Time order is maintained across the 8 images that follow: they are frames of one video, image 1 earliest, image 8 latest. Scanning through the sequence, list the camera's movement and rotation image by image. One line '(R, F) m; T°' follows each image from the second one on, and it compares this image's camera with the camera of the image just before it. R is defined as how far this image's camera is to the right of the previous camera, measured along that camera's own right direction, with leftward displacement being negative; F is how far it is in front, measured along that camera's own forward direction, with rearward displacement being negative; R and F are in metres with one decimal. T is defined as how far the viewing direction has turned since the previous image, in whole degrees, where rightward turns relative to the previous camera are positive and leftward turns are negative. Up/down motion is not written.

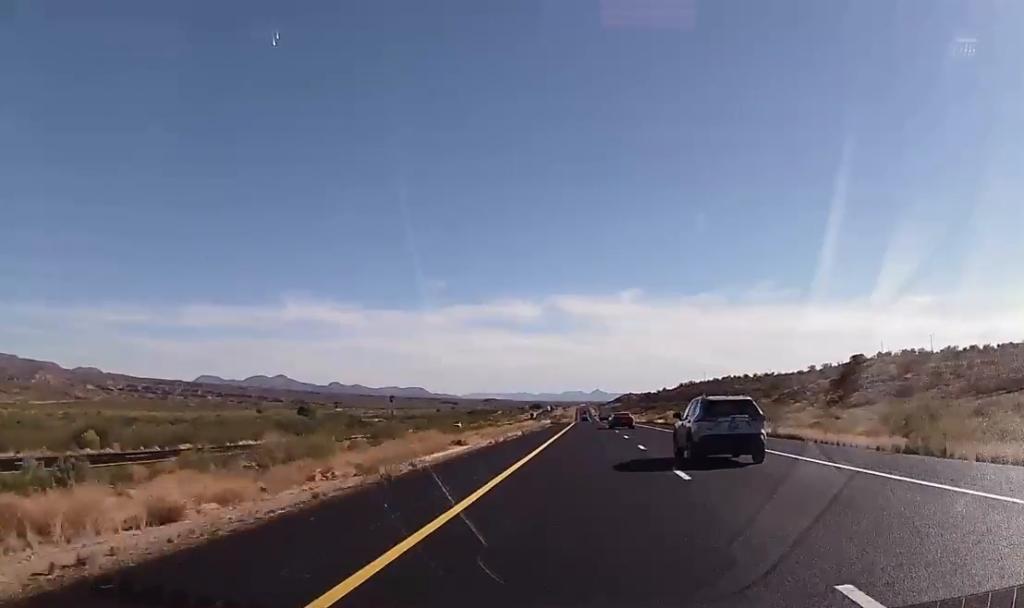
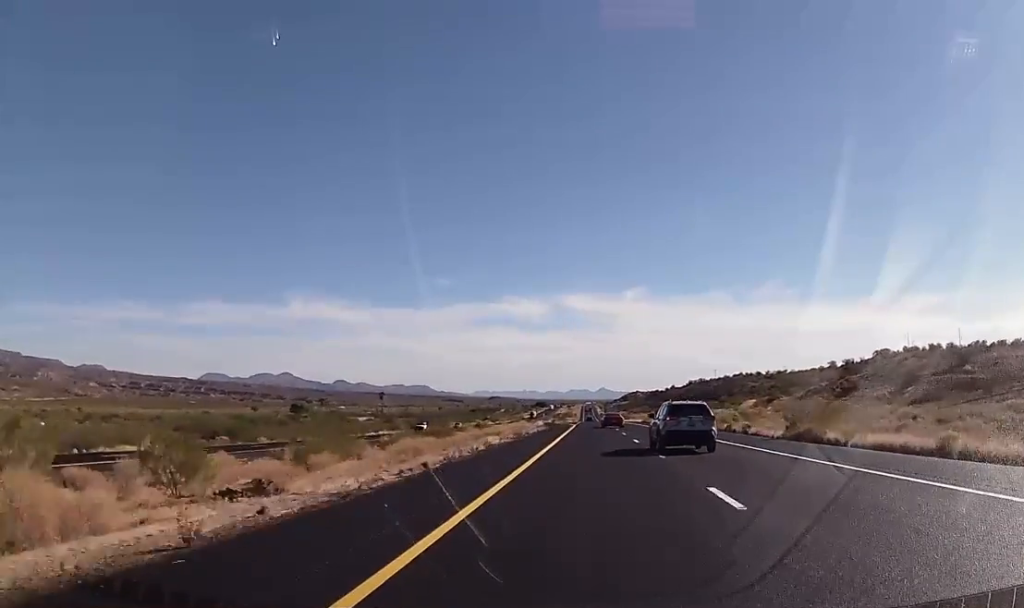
(-0.1, +28.7) m; 0°
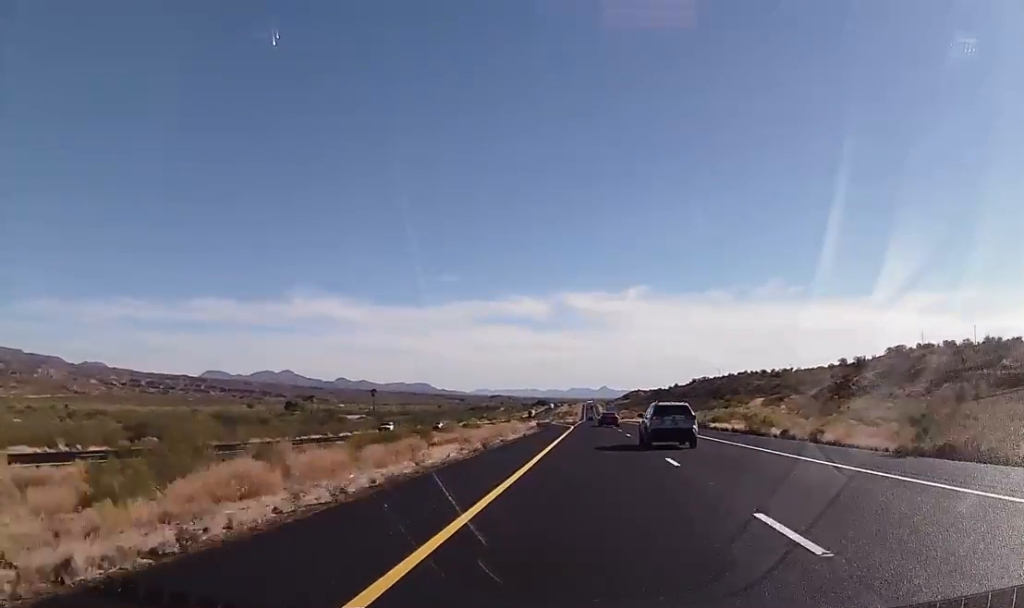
(+0.2, +15.6) m; 0°
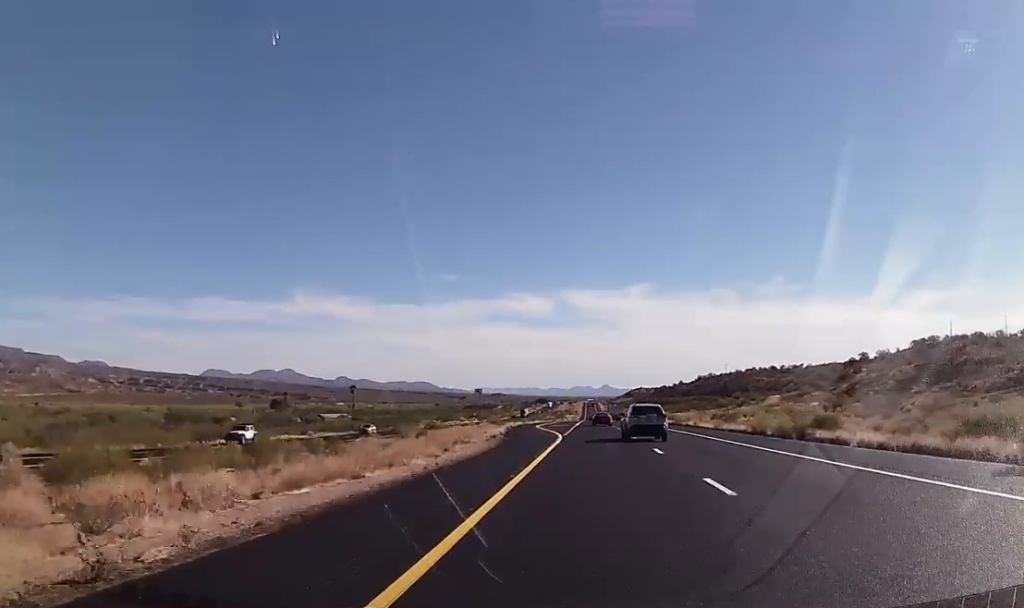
(-0.3, +31.1) m; -1°
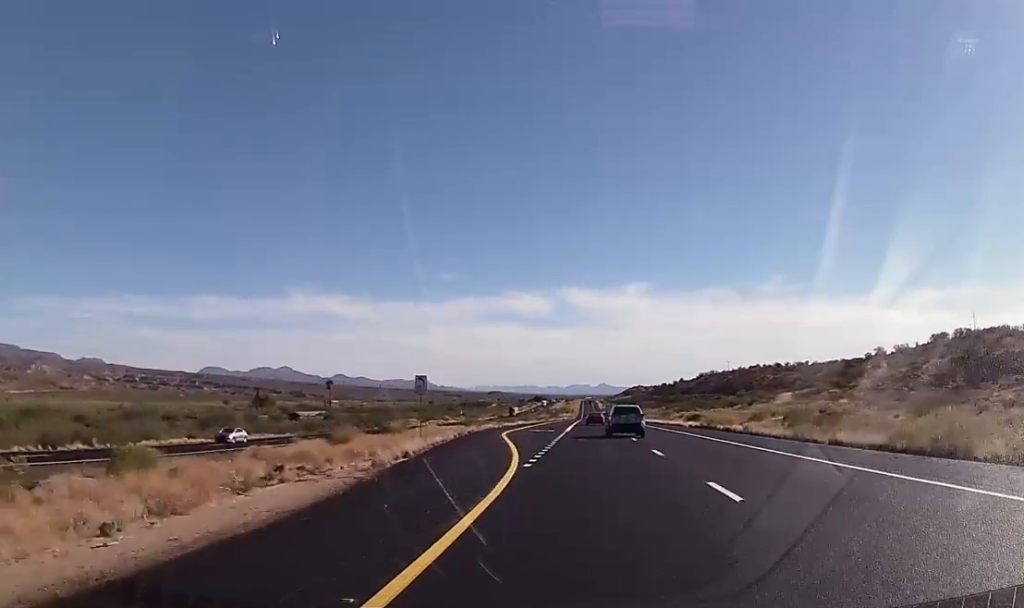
(-0.1, +25.1) m; 0°
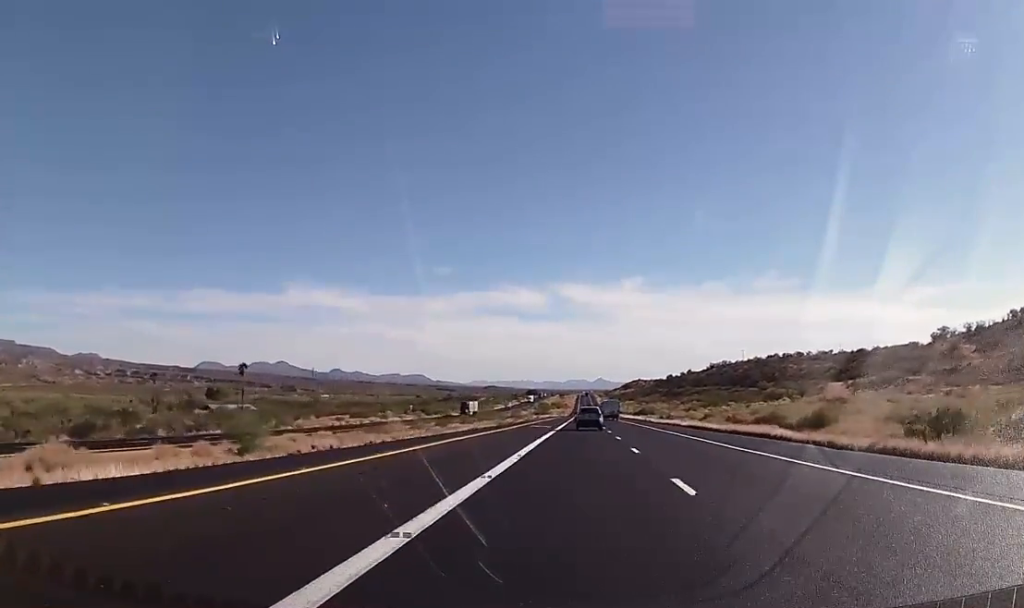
(0.0, +71.7) m; 0°
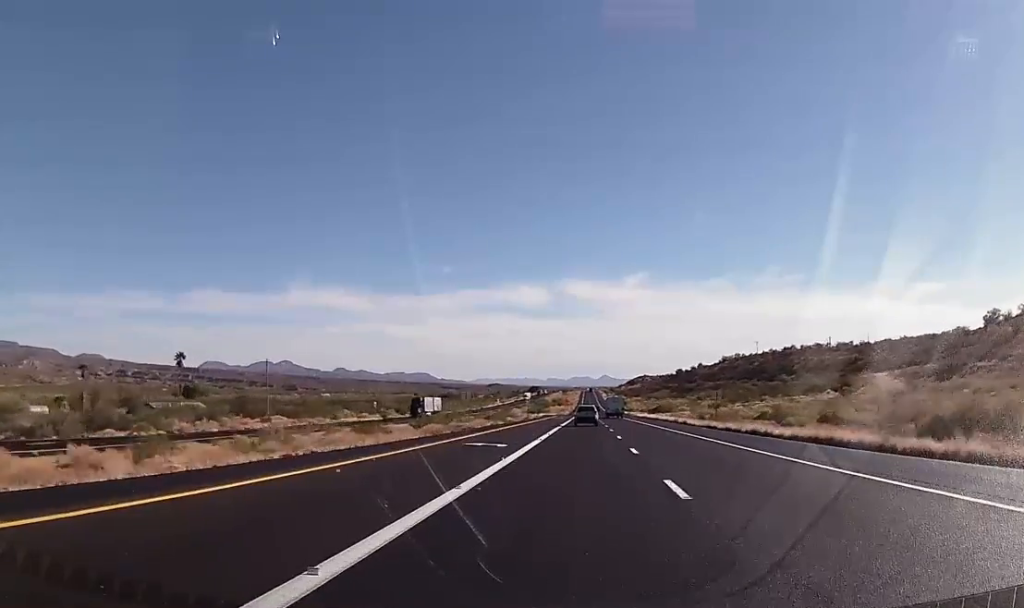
(+0.2, +37.0) m; 0°
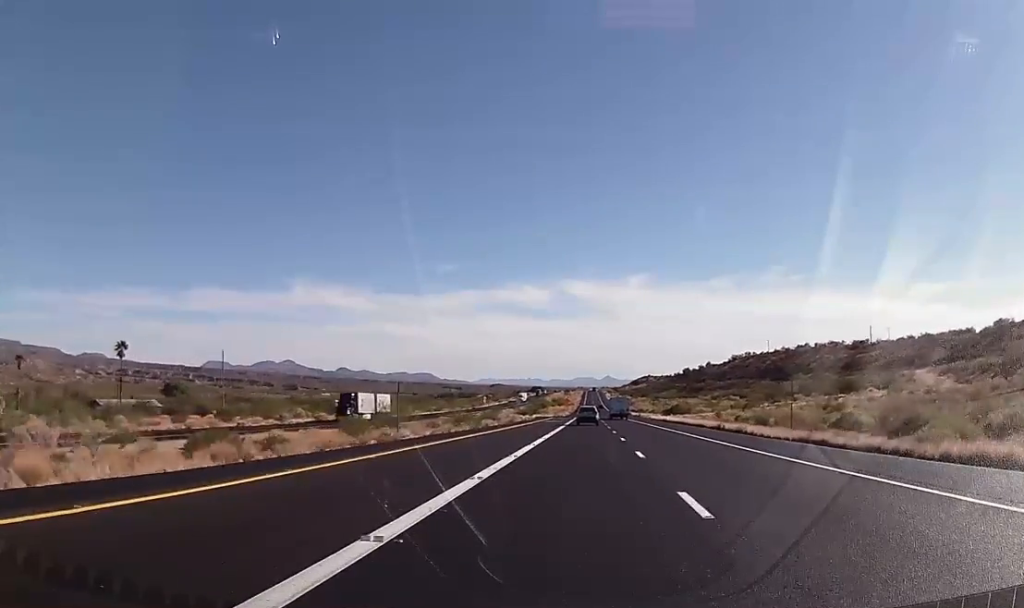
(+0.1, +26.2) m; 0°
